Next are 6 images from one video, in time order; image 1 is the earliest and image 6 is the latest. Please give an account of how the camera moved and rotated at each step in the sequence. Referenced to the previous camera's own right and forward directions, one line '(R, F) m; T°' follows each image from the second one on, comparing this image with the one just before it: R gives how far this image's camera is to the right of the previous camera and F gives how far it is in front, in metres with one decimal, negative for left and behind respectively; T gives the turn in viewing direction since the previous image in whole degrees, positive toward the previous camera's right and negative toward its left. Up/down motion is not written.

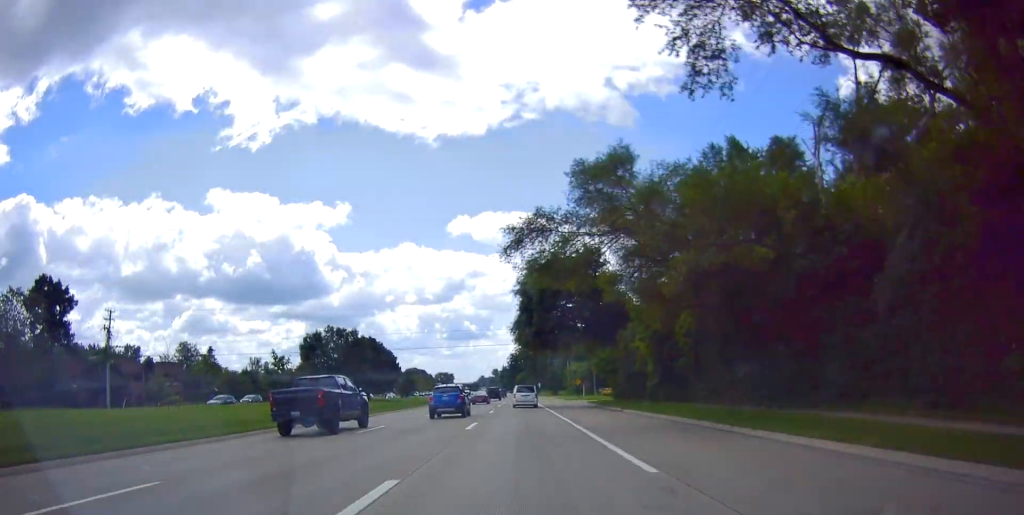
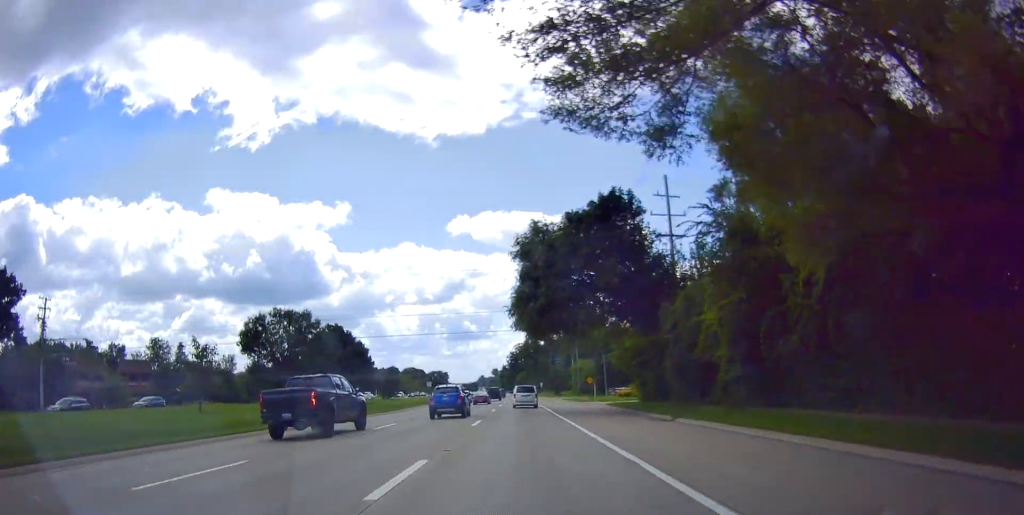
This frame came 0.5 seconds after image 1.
(+0.1, +12.7) m; -1°
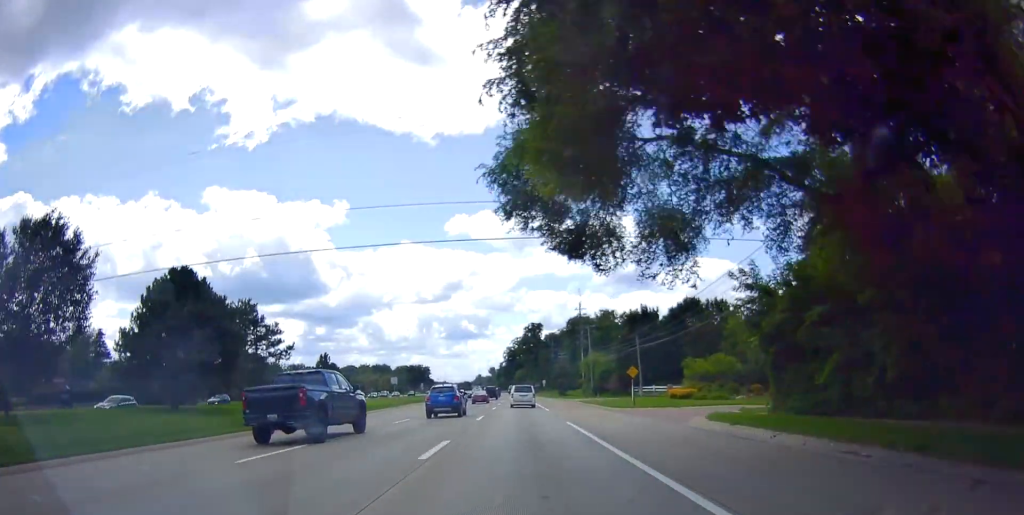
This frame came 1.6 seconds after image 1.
(-0.3, +26.1) m; 0°
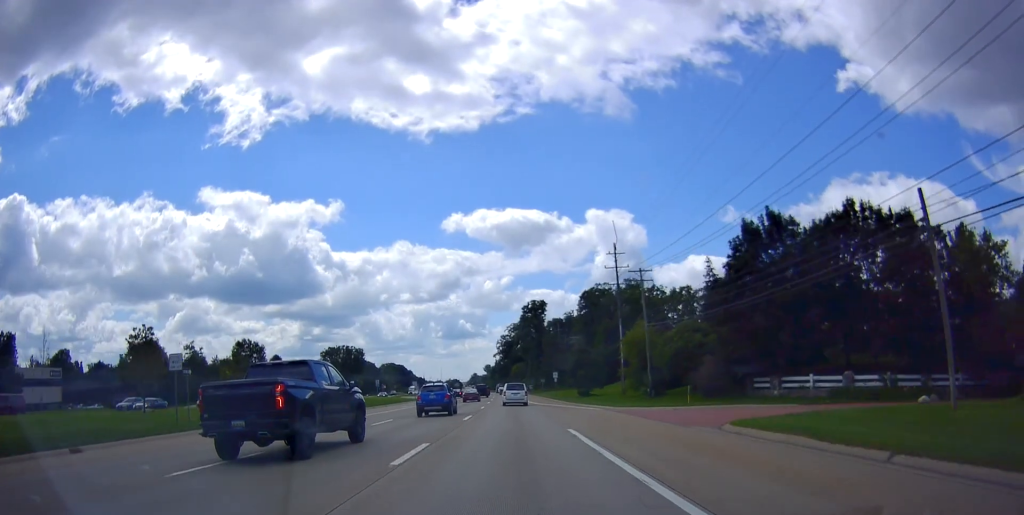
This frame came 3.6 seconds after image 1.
(+0.7, +46.6) m; 0°
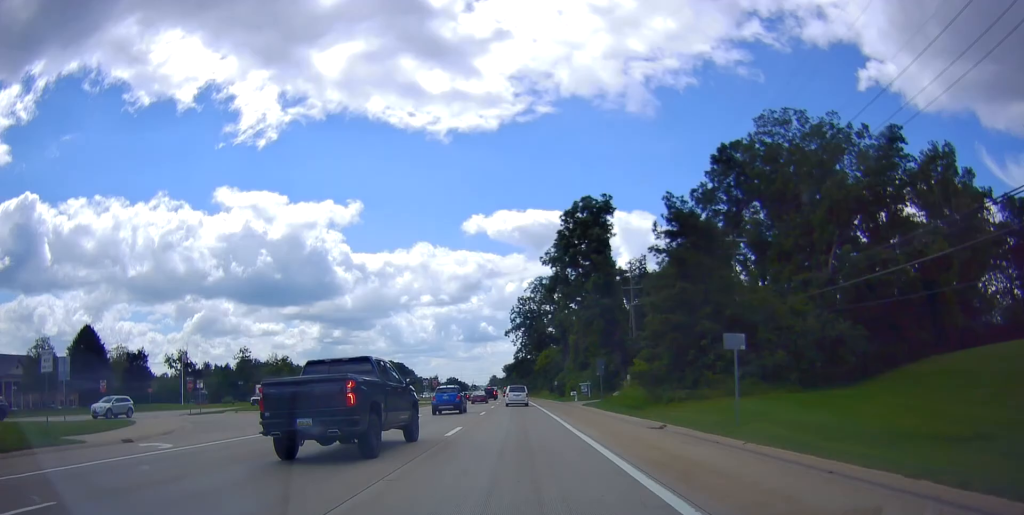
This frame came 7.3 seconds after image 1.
(0.0, +88.0) m; +1°
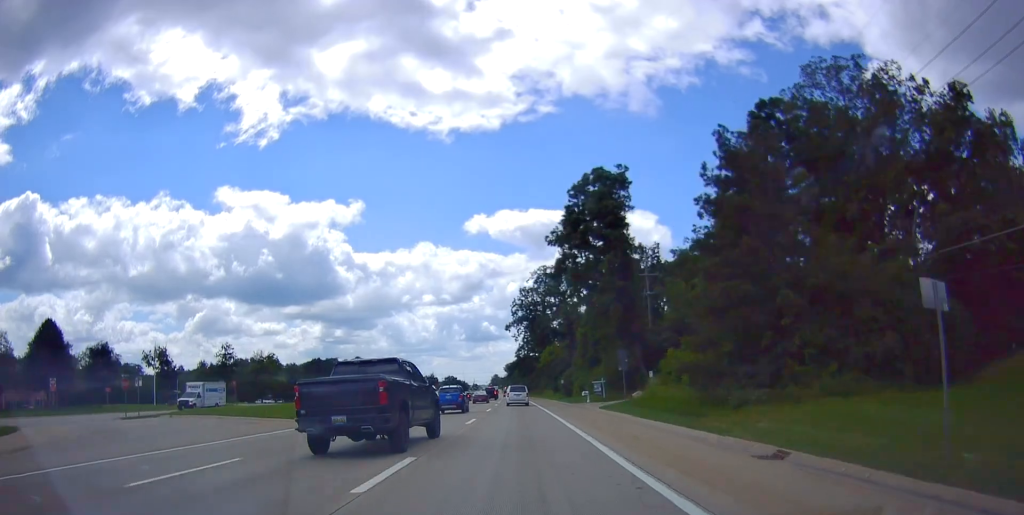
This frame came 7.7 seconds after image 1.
(0.0, +9.8) m; 0°
